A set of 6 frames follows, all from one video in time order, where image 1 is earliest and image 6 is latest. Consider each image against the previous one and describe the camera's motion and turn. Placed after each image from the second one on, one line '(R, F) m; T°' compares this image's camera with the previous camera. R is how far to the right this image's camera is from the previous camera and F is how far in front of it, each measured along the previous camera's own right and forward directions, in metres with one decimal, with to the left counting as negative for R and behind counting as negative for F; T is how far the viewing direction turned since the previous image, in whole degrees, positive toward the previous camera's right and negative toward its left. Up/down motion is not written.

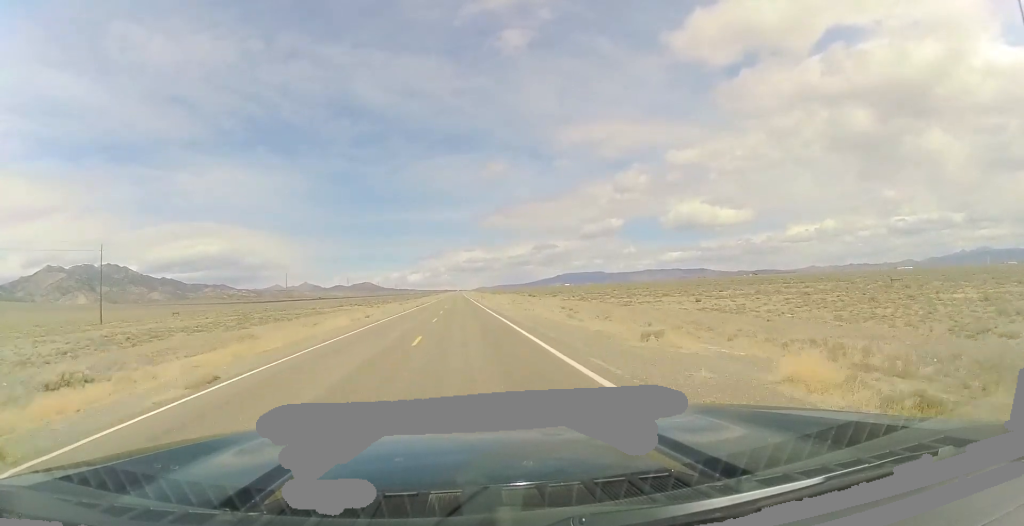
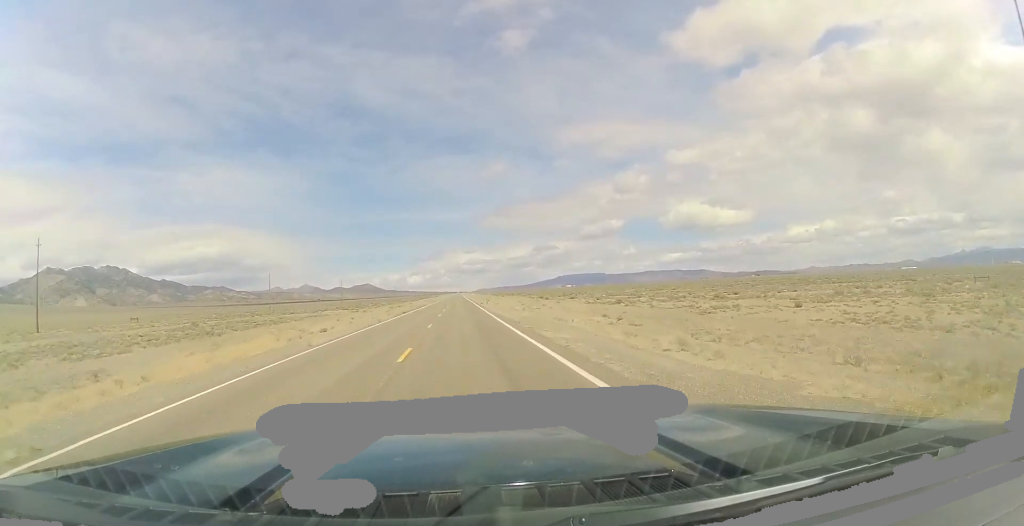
(+0.3, +17.3) m; 0°
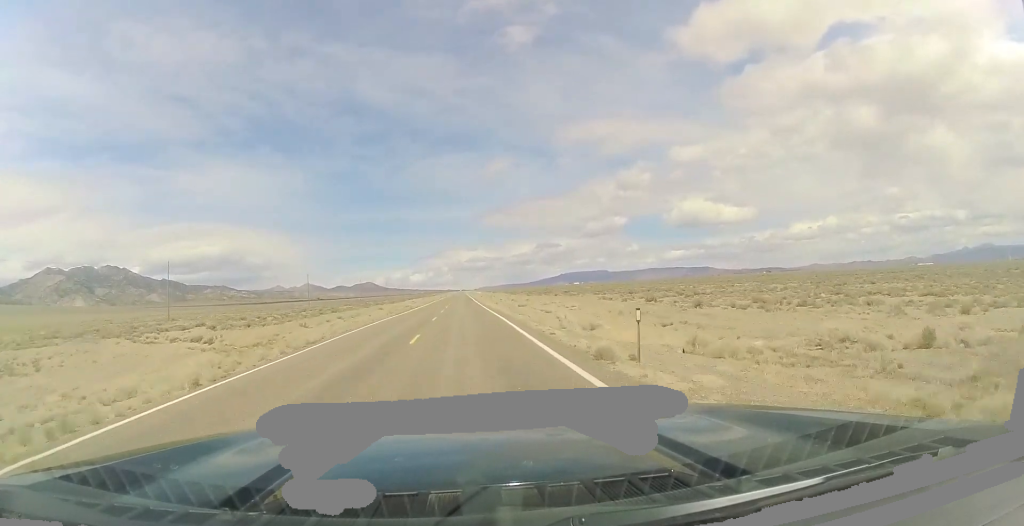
(-0.1, +64.4) m; -1°
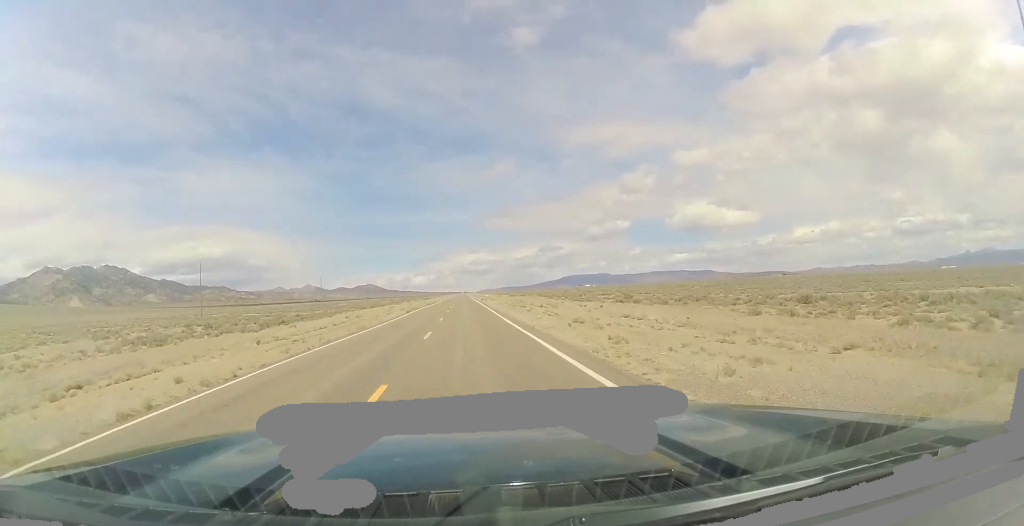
(-0.9, +92.7) m; -1°
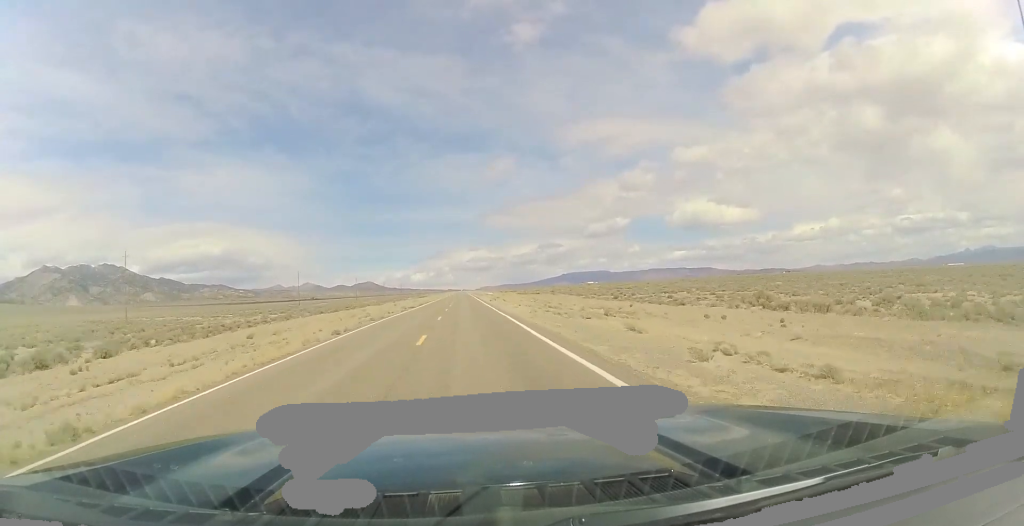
(0.0, +30.9) m; 0°
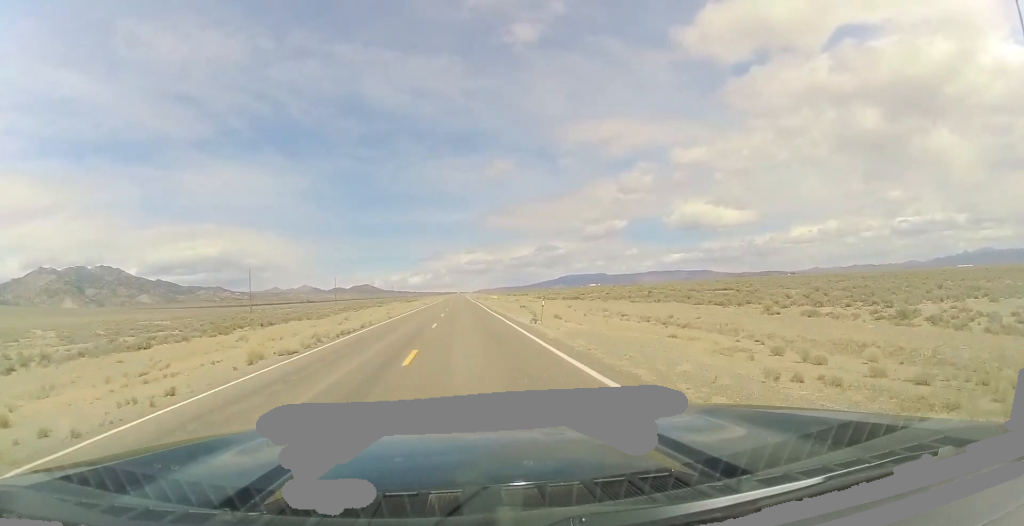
(+0.1, +44.6) m; 0°
